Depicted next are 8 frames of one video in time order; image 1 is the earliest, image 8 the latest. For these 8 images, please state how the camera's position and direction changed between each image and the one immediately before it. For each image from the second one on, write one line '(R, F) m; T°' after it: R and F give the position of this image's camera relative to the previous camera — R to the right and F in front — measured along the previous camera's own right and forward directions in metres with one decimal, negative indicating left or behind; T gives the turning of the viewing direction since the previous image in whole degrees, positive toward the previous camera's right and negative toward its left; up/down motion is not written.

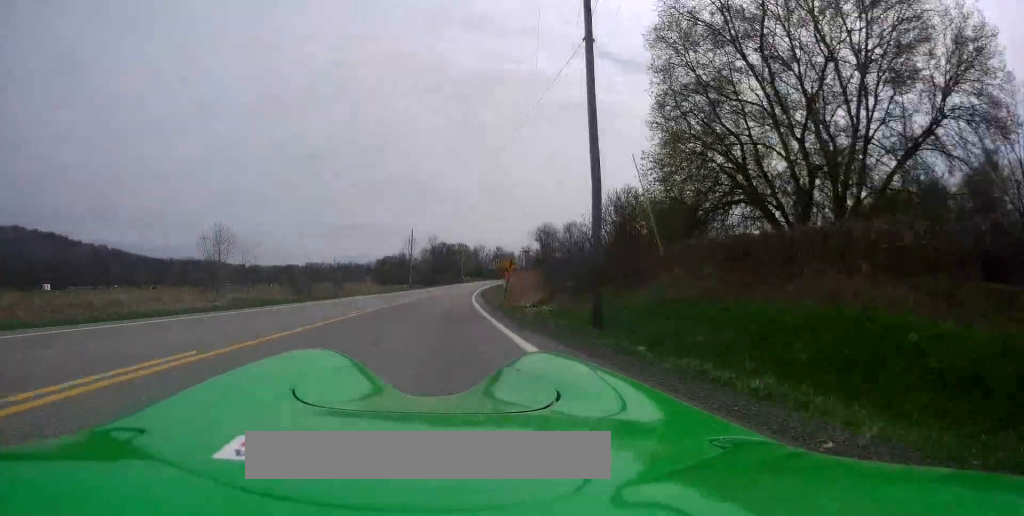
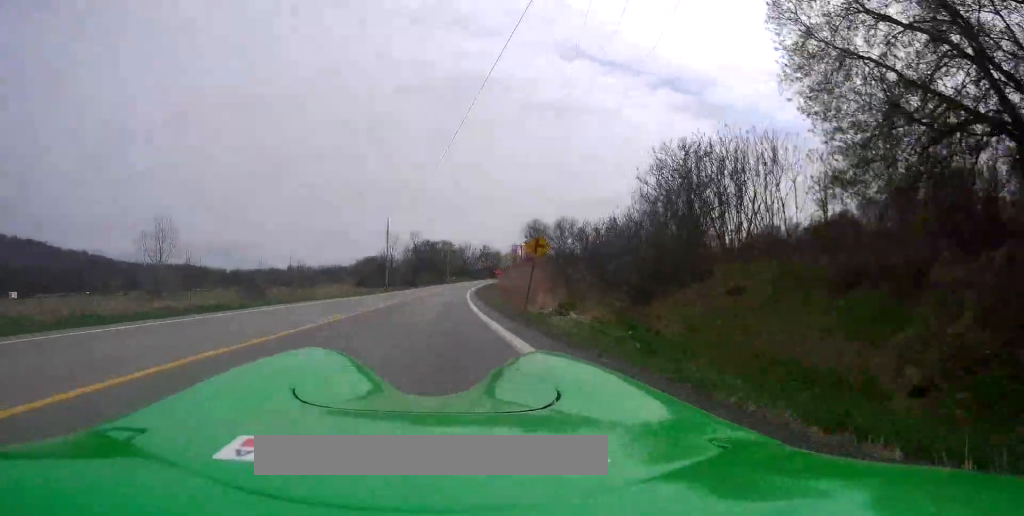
(+0.2, +15.3) m; +2°
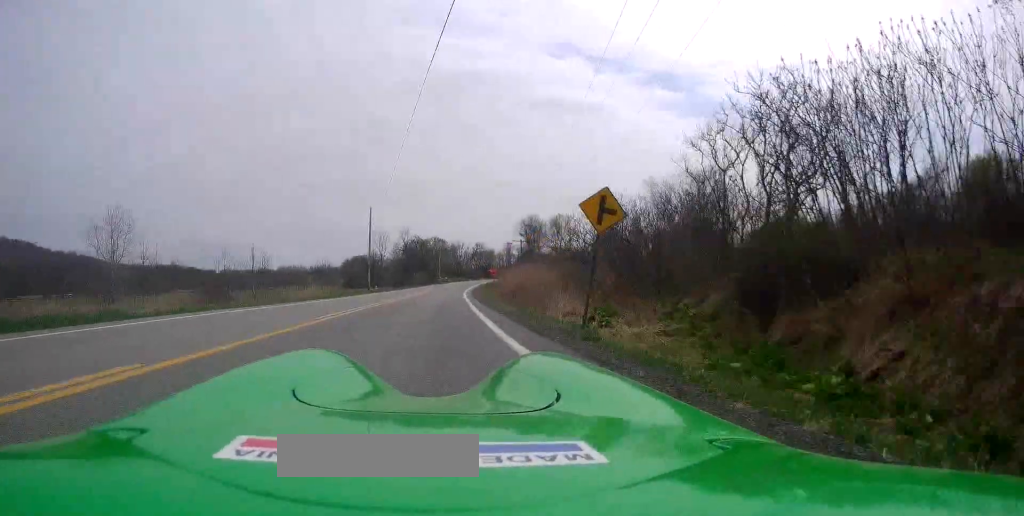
(+0.2, +9.5) m; 0°
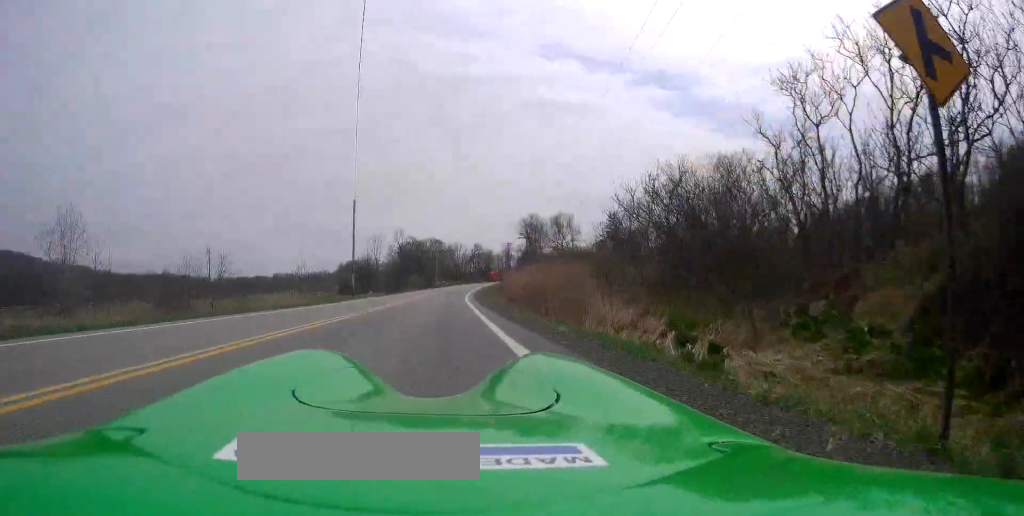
(0.0, +9.5) m; 0°
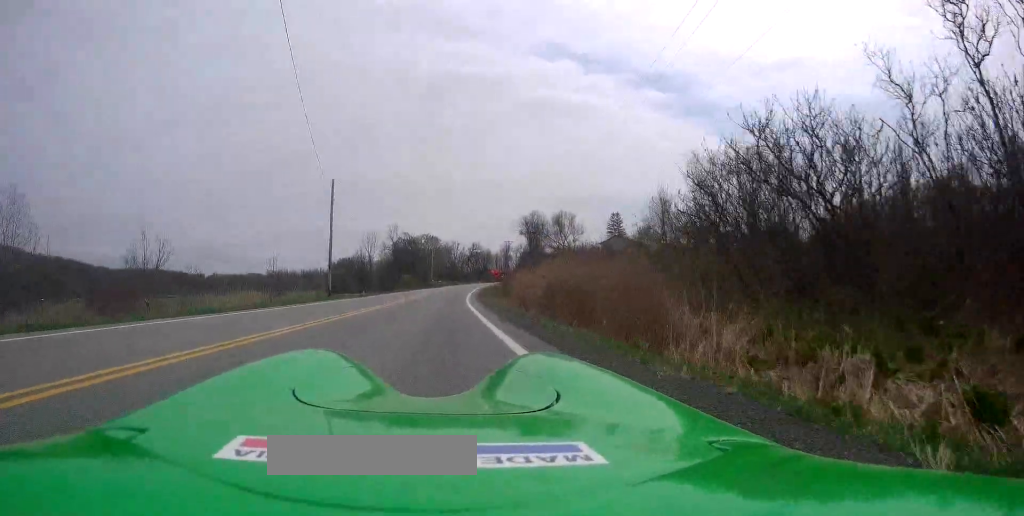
(-0.3, +9.5) m; +1°
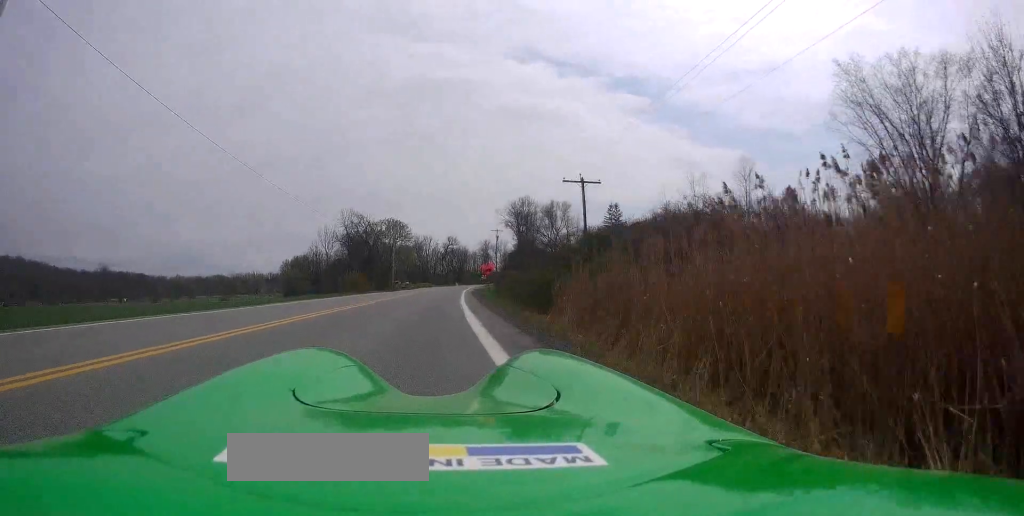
(+1.5, +35.5) m; +3°
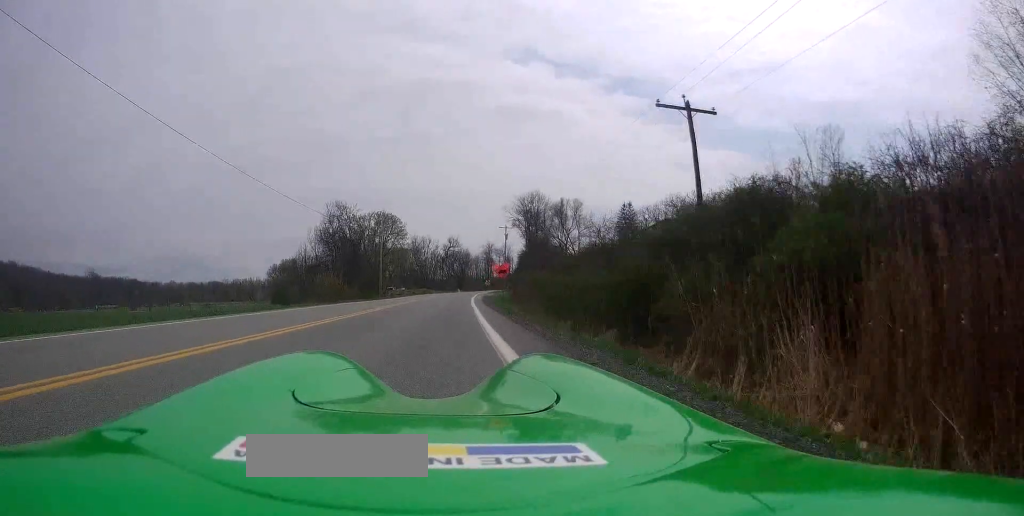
(0.0, +15.9) m; 0°
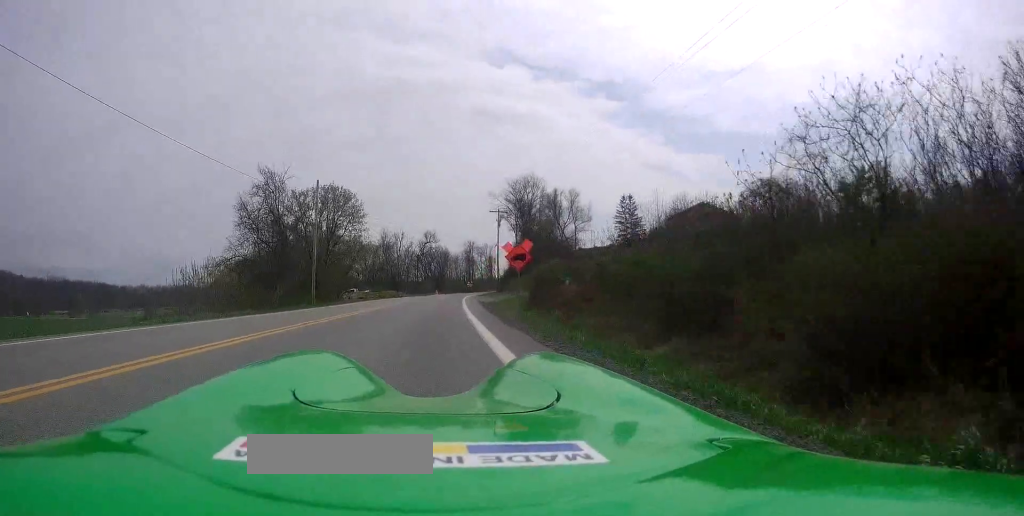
(+0.2, +24.5) m; +2°
